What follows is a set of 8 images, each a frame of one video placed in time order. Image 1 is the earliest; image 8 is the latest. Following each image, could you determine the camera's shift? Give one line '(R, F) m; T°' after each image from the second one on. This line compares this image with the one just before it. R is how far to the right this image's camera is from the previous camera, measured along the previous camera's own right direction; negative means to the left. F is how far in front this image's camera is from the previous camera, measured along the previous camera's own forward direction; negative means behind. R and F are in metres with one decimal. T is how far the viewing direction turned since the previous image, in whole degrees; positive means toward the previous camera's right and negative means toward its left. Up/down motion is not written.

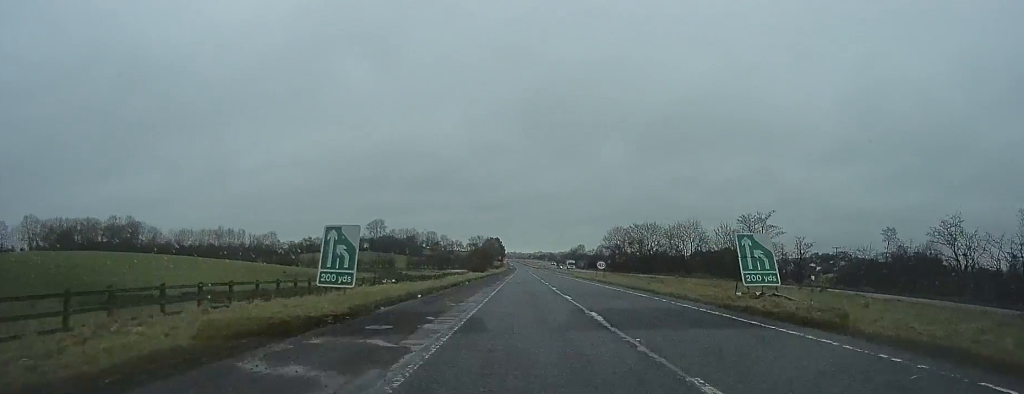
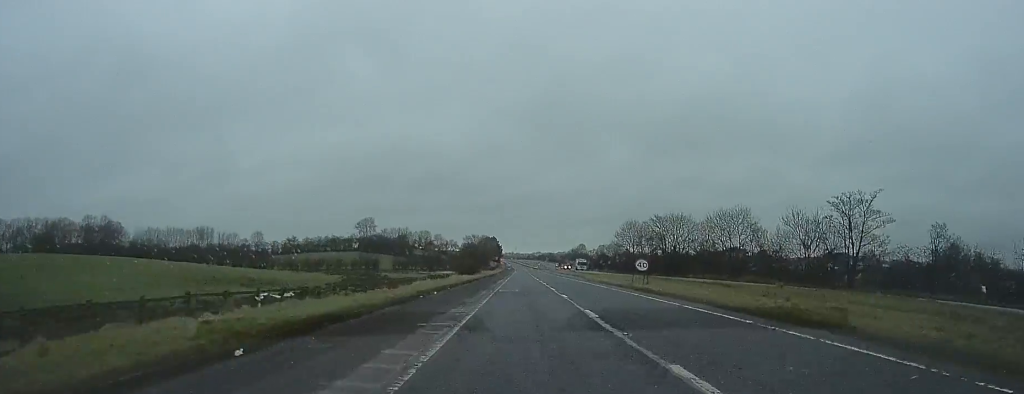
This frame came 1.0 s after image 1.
(-0.1, +17.2) m; -1°
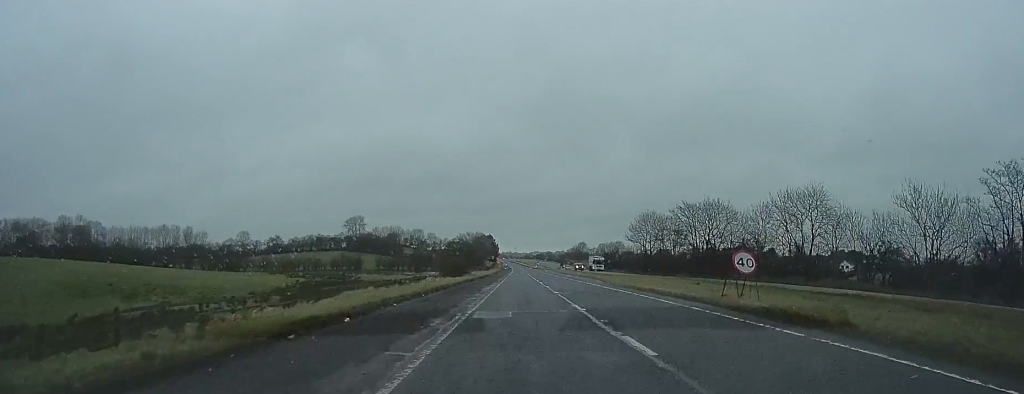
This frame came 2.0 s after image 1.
(-0.1, +15.6) m; -1°
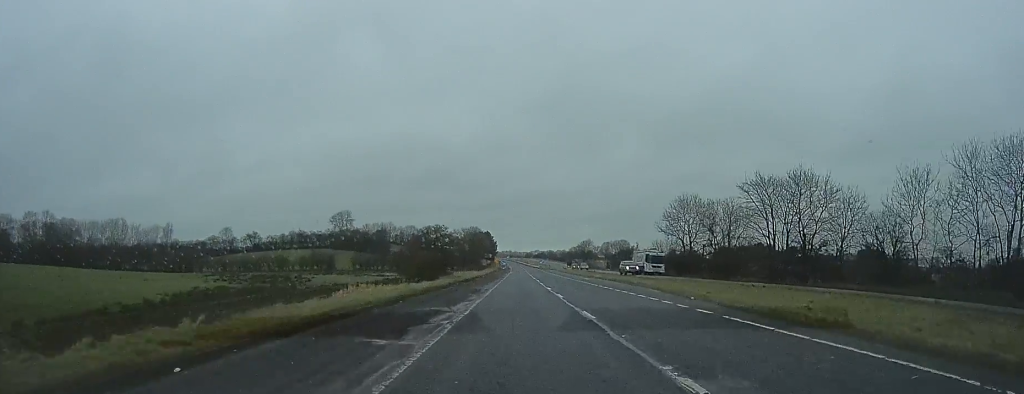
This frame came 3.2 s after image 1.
(-0.1, +21.3) m; +1°
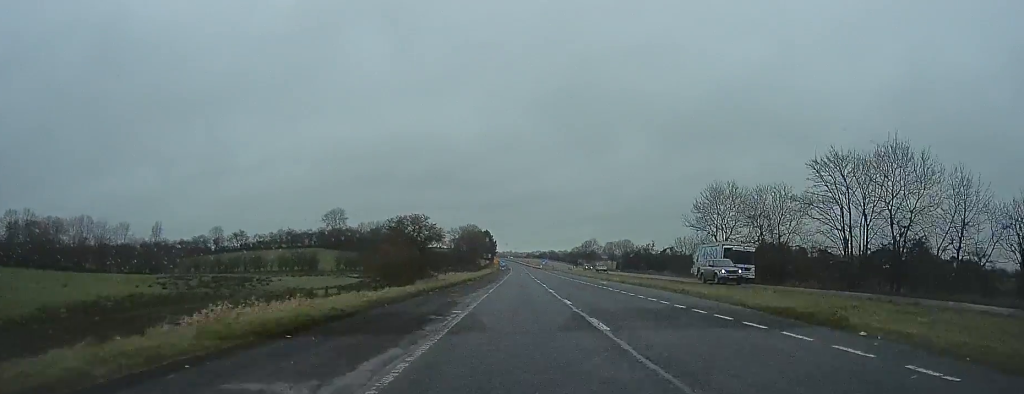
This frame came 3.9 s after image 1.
(+0.2, +11.9) m; +2°
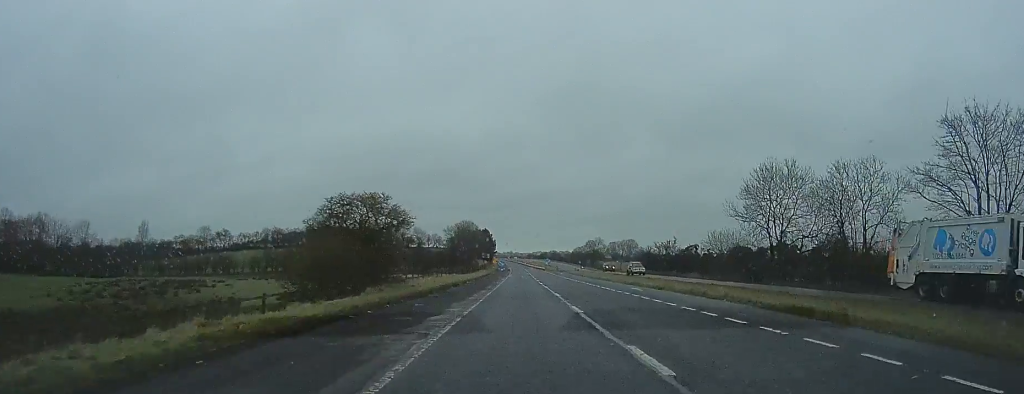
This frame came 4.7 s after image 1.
(+0.3, +12.9) m; +1°
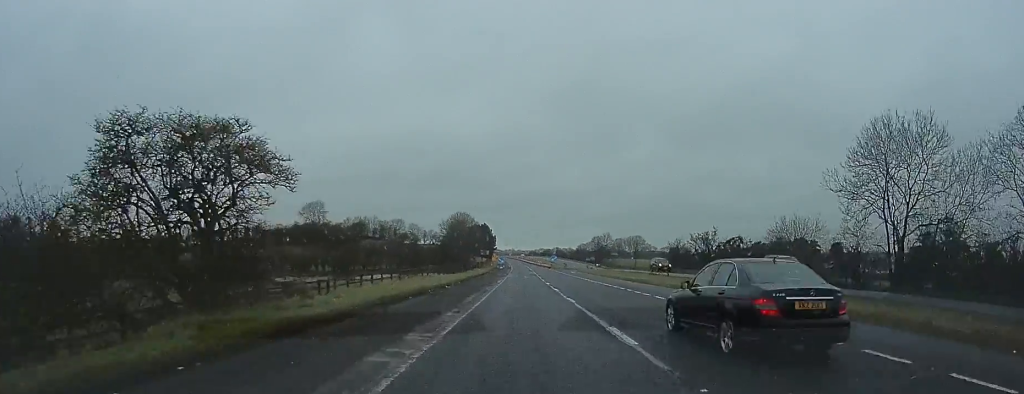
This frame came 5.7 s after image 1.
(+0.1, +16.1) m; -1°
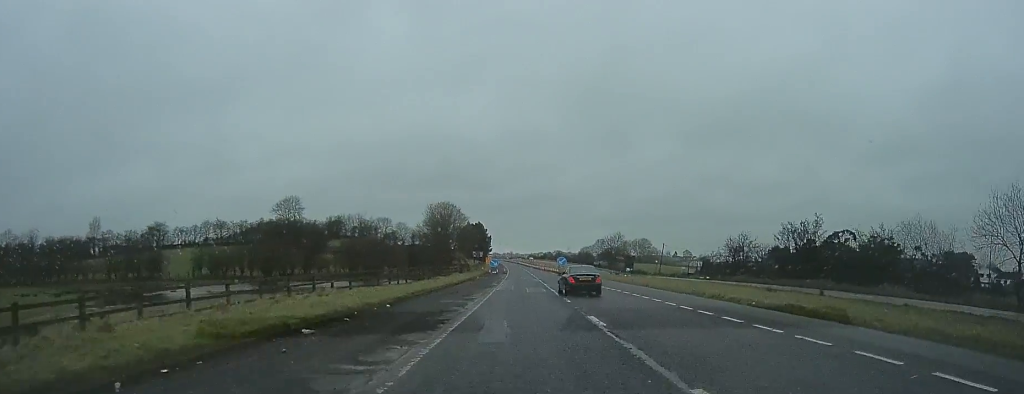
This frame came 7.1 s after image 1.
(-0.5, +24.1) m; -1°
